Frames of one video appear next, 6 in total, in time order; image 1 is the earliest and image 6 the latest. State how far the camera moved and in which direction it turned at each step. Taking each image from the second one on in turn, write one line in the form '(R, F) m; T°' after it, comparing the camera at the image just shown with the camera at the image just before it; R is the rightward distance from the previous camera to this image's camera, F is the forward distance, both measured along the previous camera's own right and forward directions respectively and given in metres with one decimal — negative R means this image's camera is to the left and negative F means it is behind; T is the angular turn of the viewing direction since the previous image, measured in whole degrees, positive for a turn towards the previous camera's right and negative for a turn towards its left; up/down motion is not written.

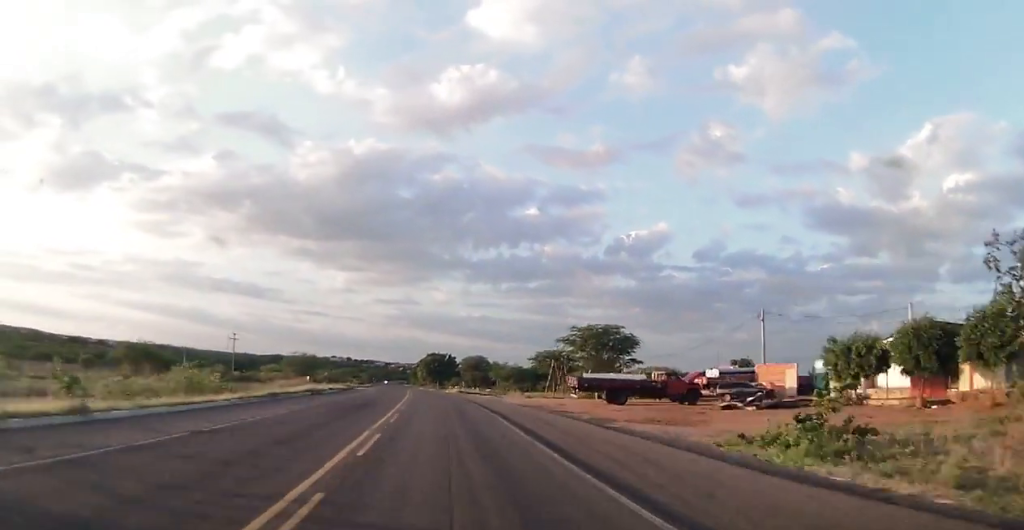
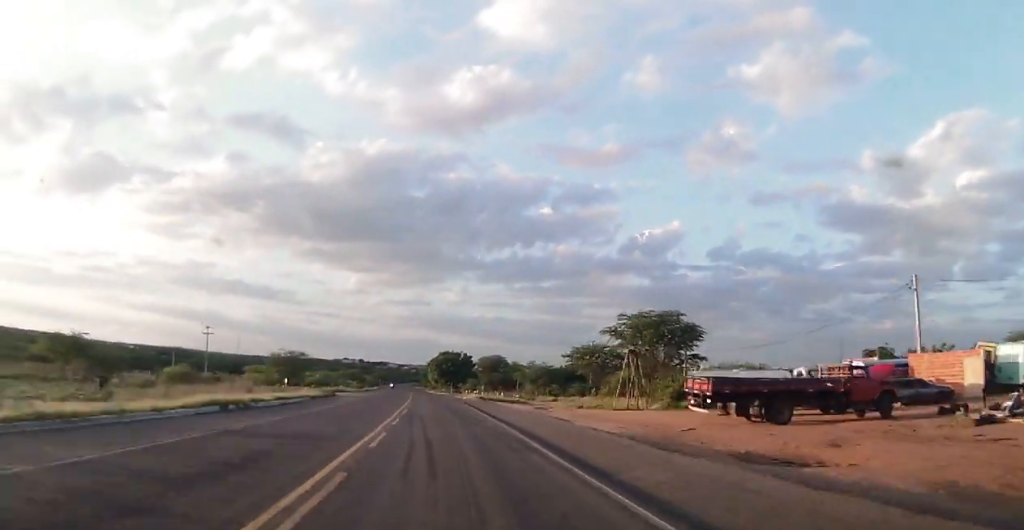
(+0.1, +20.8) m; -1°
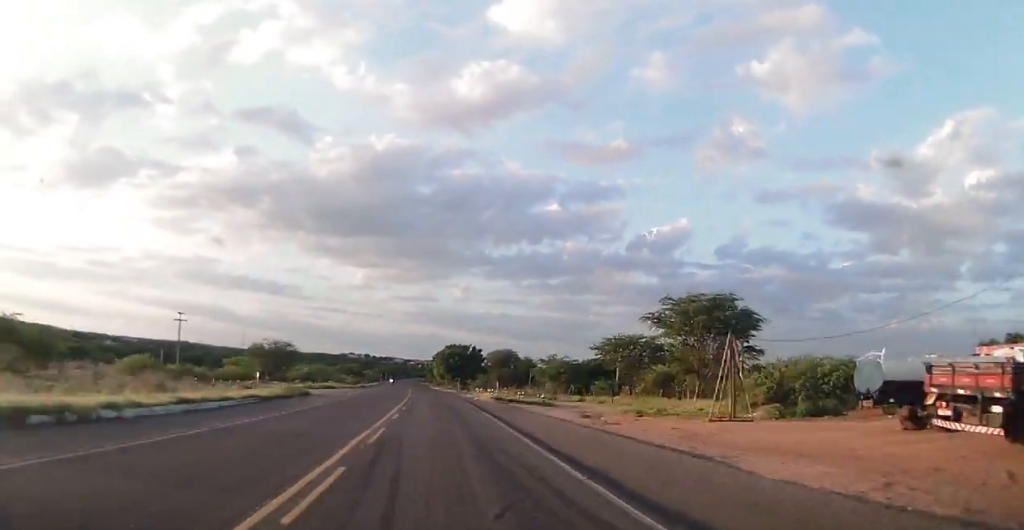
(-0.2, +13.8) m; -1°
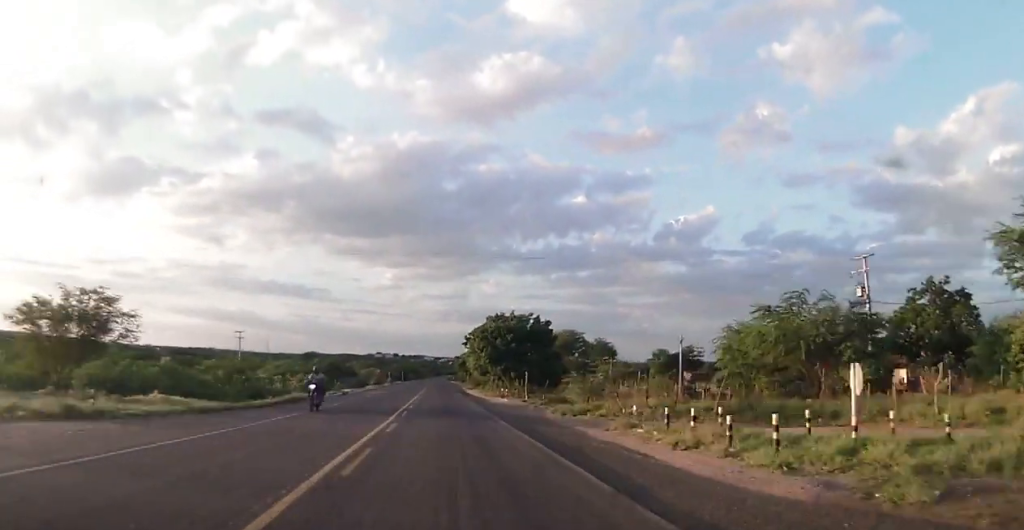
(-1.6, +57.1) m; -2°
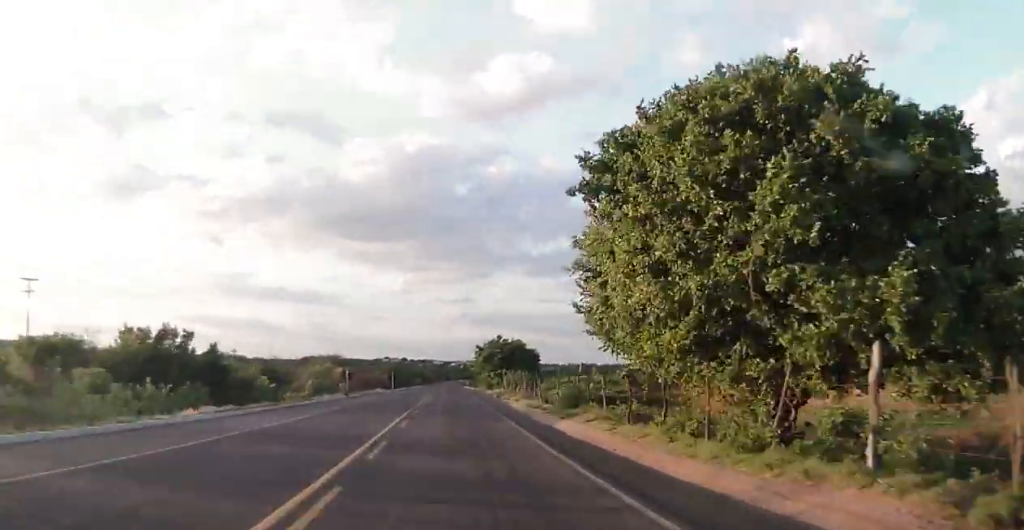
(-0.5, +61.2) m; -2°
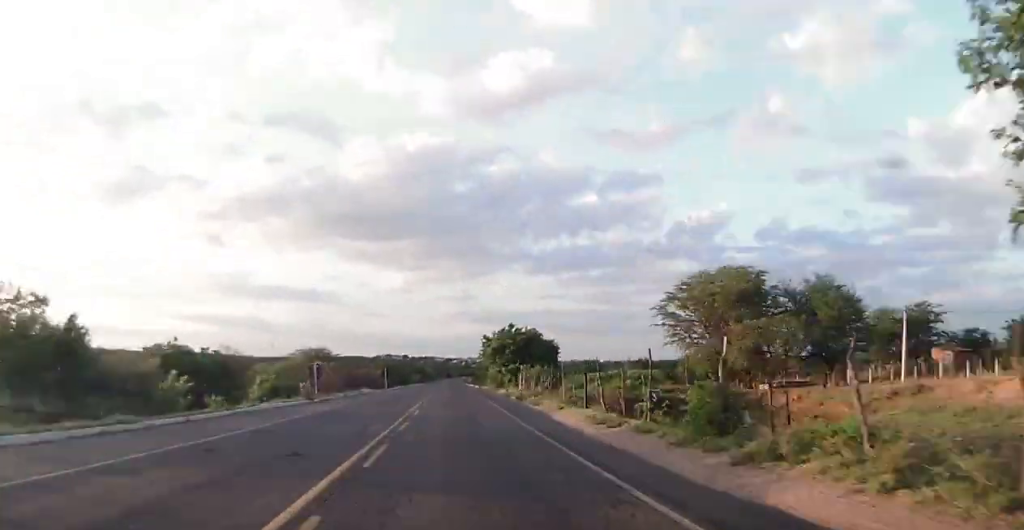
(-0.2, +14.9) m; -1°
